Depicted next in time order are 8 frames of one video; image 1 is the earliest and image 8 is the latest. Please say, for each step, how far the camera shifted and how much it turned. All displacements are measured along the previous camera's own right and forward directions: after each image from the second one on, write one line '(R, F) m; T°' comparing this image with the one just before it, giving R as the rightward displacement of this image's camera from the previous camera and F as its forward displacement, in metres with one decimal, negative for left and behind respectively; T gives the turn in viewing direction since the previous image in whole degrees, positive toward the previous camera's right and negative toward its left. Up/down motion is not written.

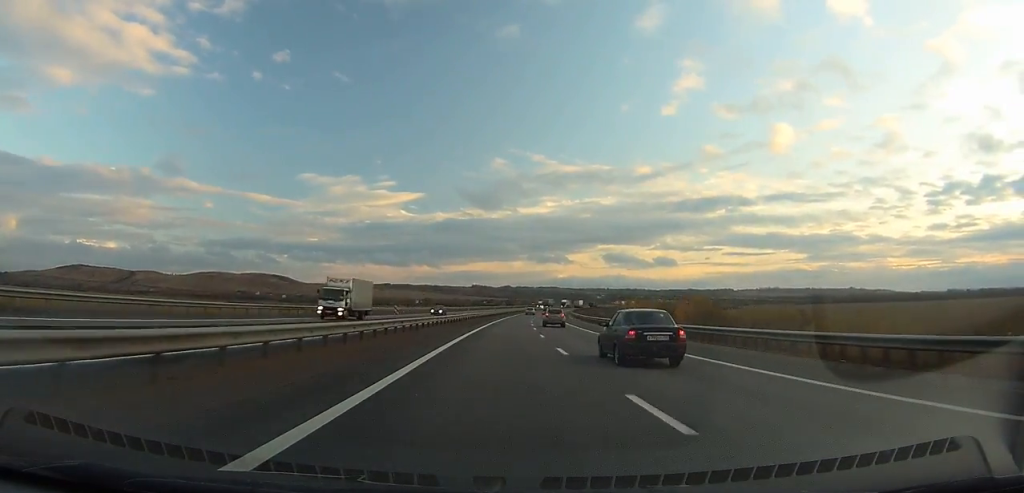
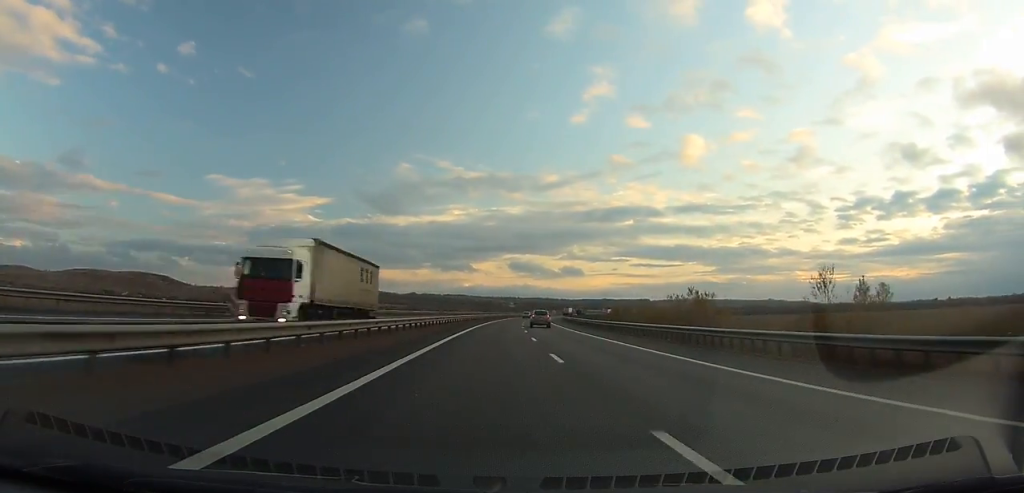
(+11.0, +159.3) m; +8°
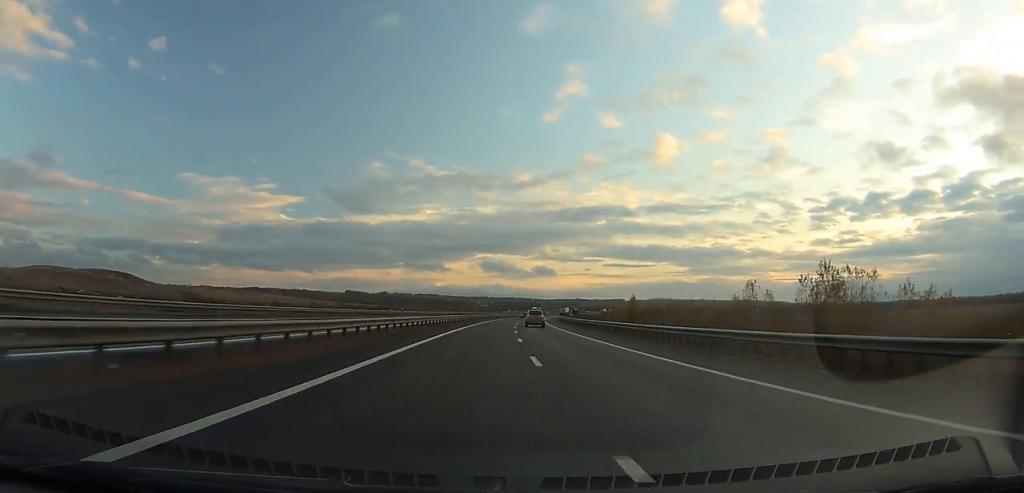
(+0.9, +47.4) m; +3°
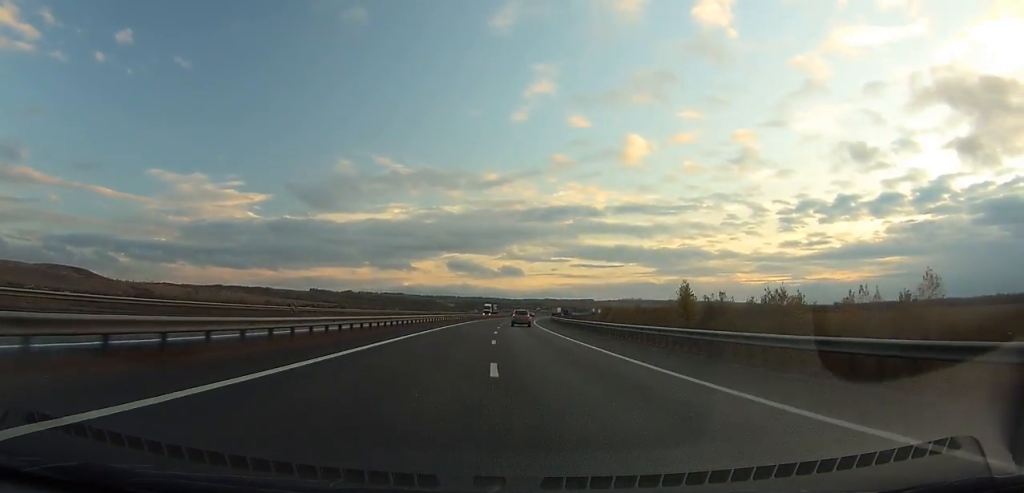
(+1.6, +48.2) m; +3°
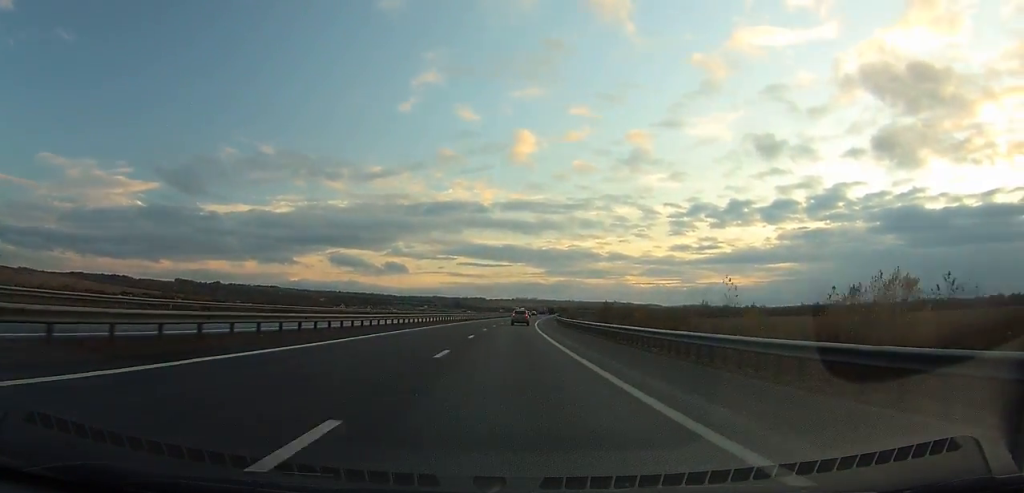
(+23.0, +232.2) m; +11°
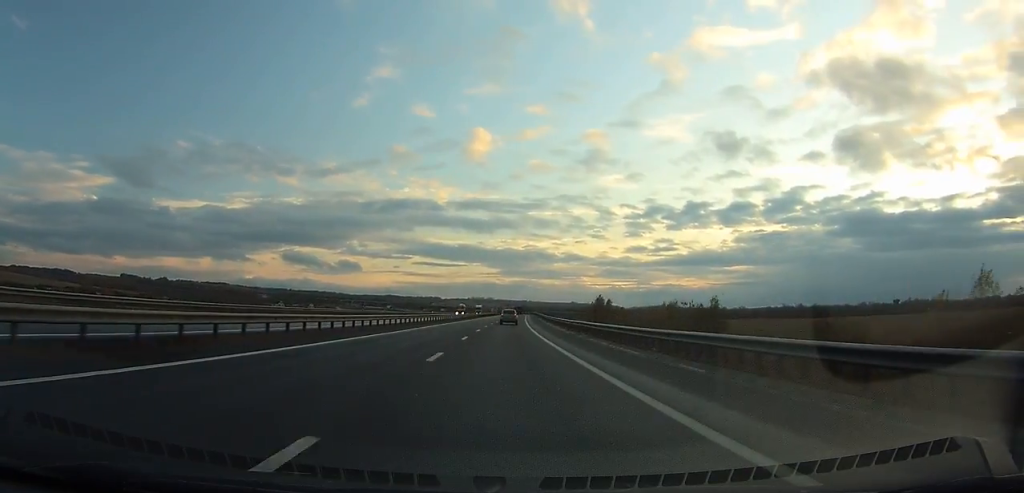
(+2.0, +76.3) m; +3°
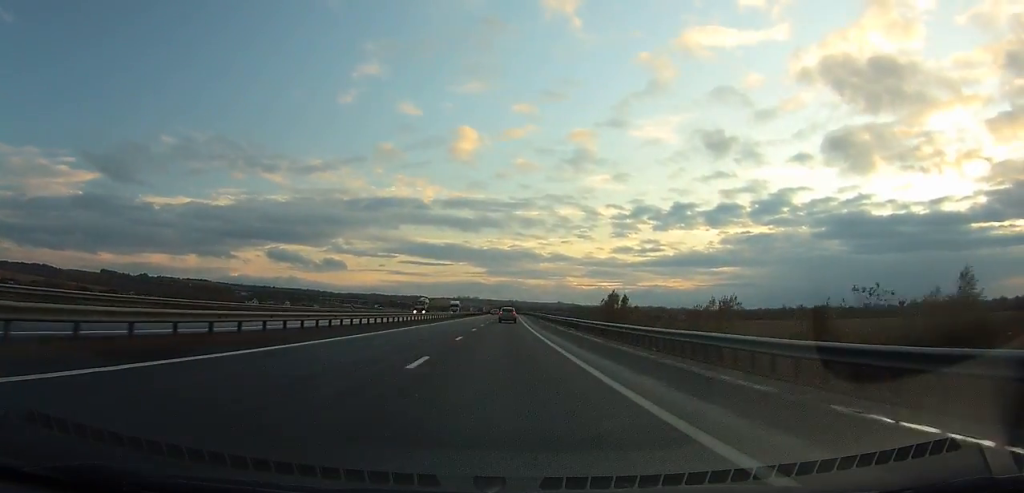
(+1.2, +40.7) m; +1°
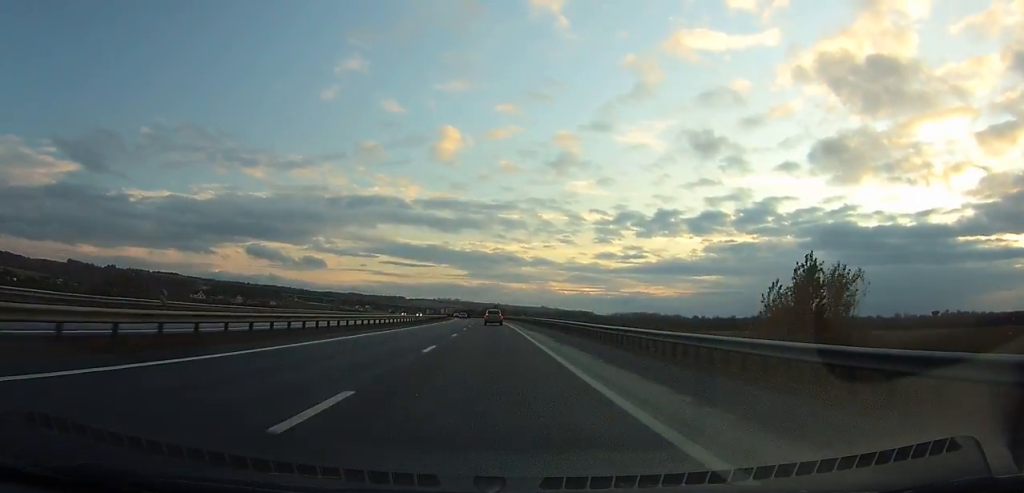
(+2.7, +92.4) m; +2°
